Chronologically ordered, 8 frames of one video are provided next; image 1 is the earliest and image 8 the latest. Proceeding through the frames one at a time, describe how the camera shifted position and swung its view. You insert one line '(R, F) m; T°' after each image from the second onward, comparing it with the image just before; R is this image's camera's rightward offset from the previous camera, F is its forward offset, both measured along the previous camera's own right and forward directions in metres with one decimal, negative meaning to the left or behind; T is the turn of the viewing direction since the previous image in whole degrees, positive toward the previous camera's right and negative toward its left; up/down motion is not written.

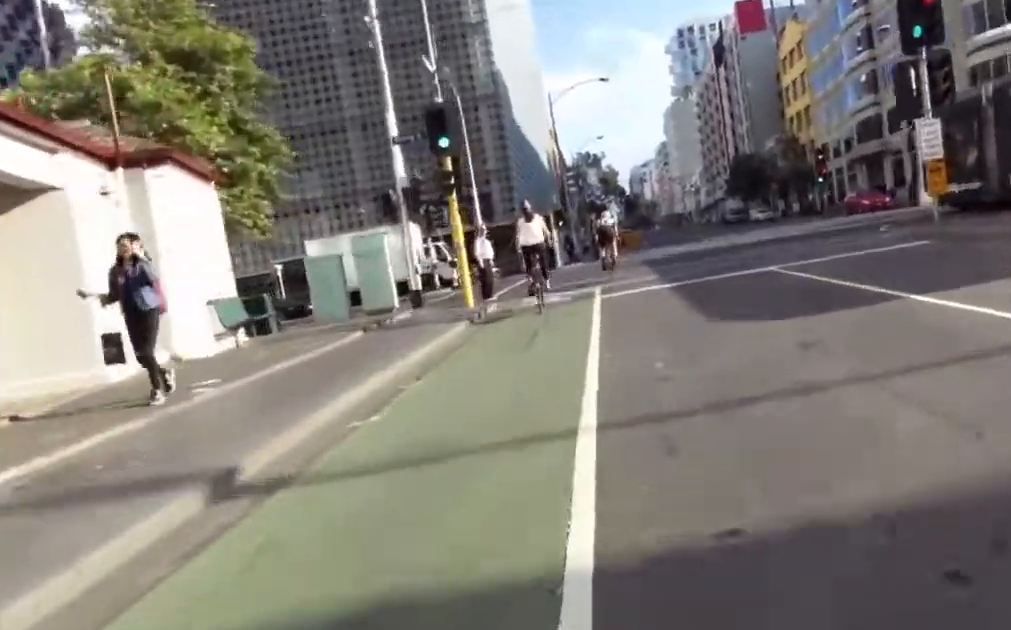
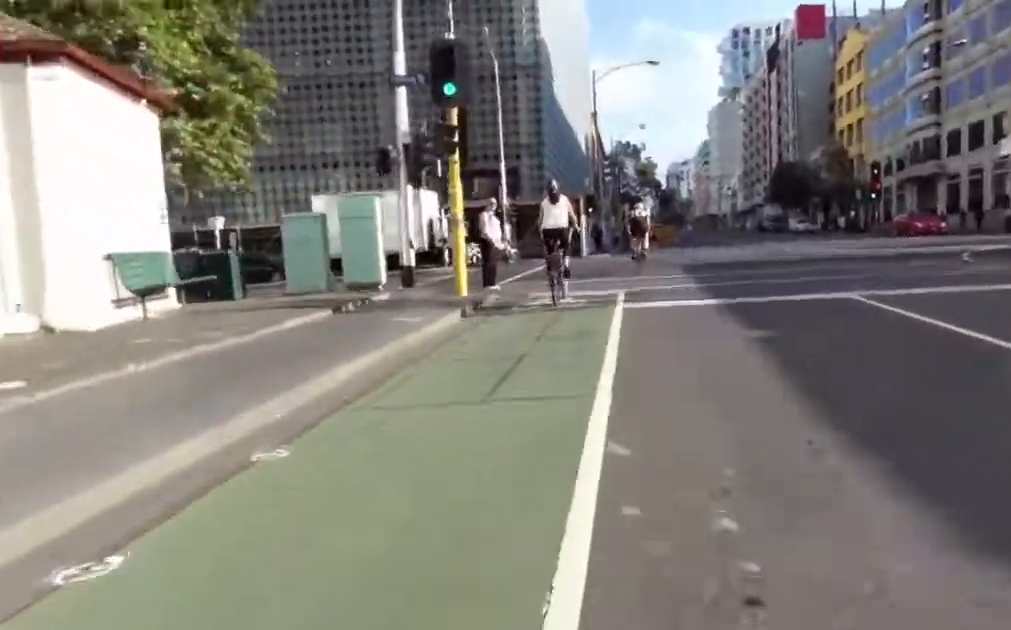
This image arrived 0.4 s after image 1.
(0.0, +3.1) m; 0°
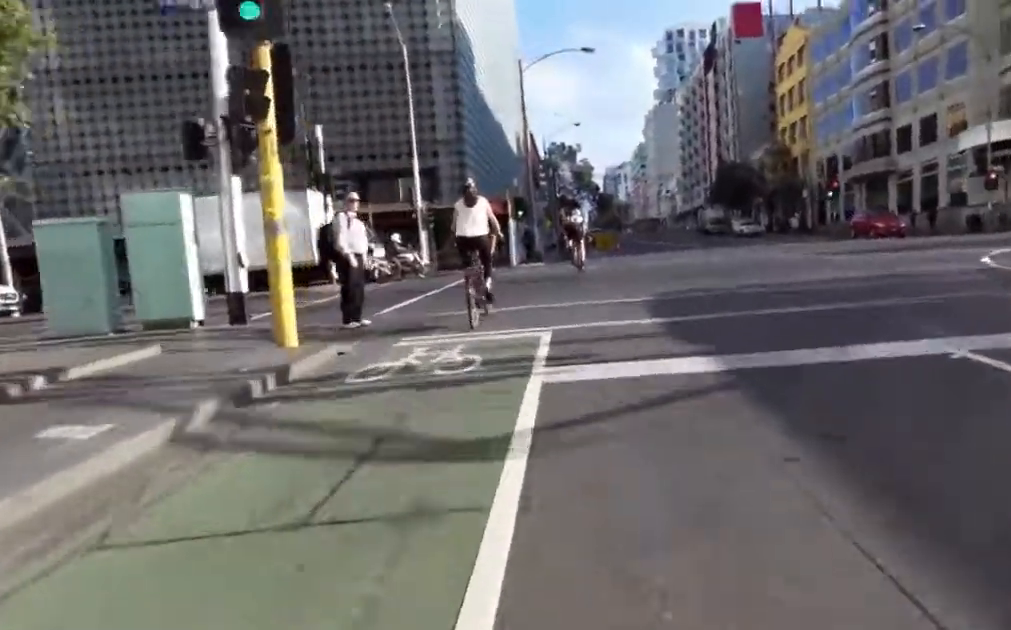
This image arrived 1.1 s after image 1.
(0.0, +4.5) m; -1°
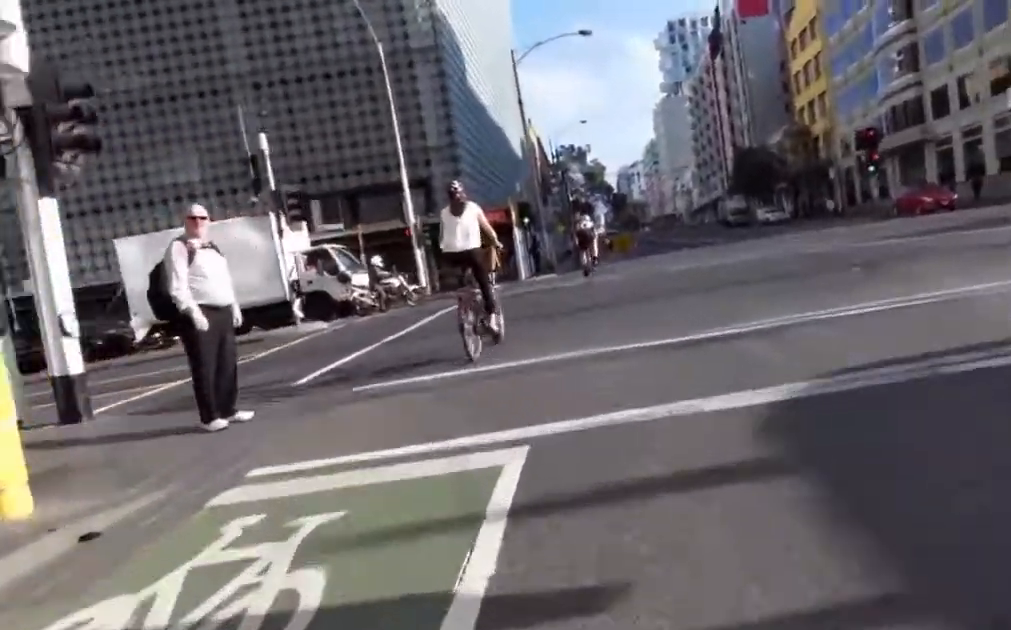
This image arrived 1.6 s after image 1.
(0.0, +4.1) m; -4°
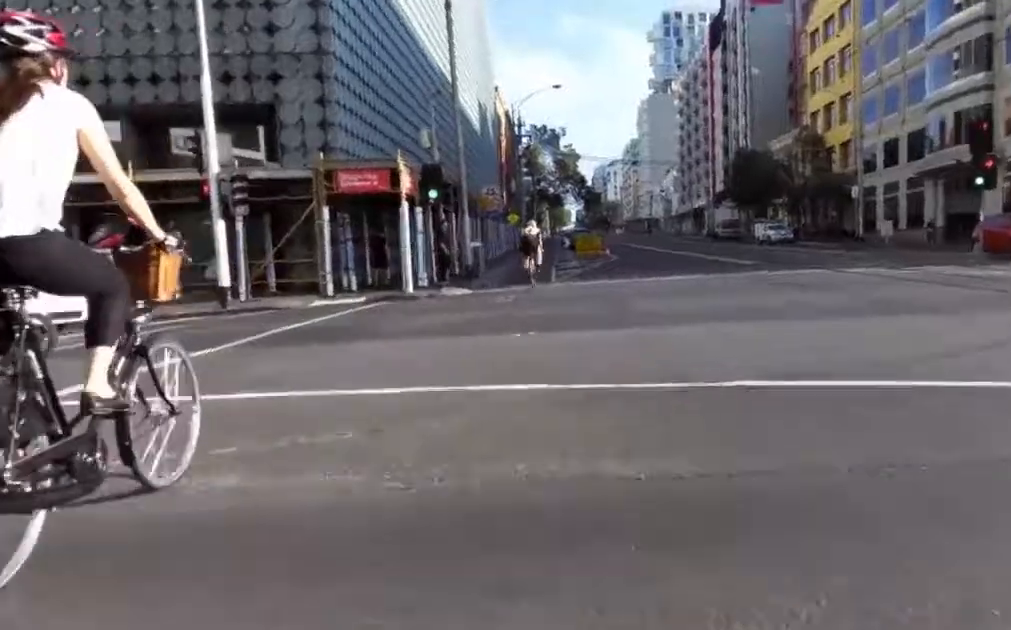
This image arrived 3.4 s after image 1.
(-2.1, +12.8) m; -15°
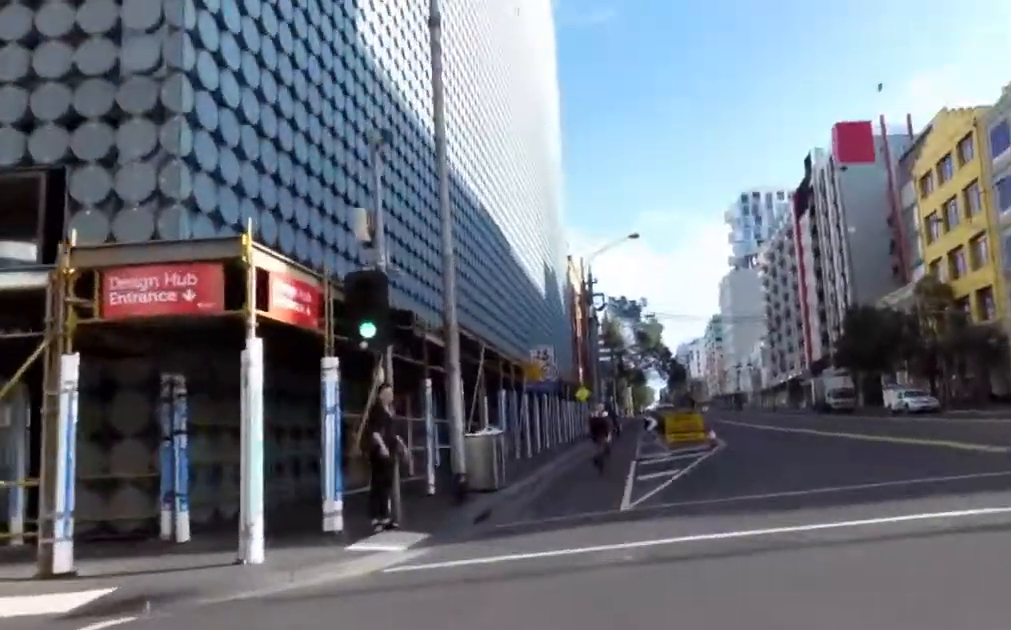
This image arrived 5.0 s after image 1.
(+1.4, +11.4) m; +8°
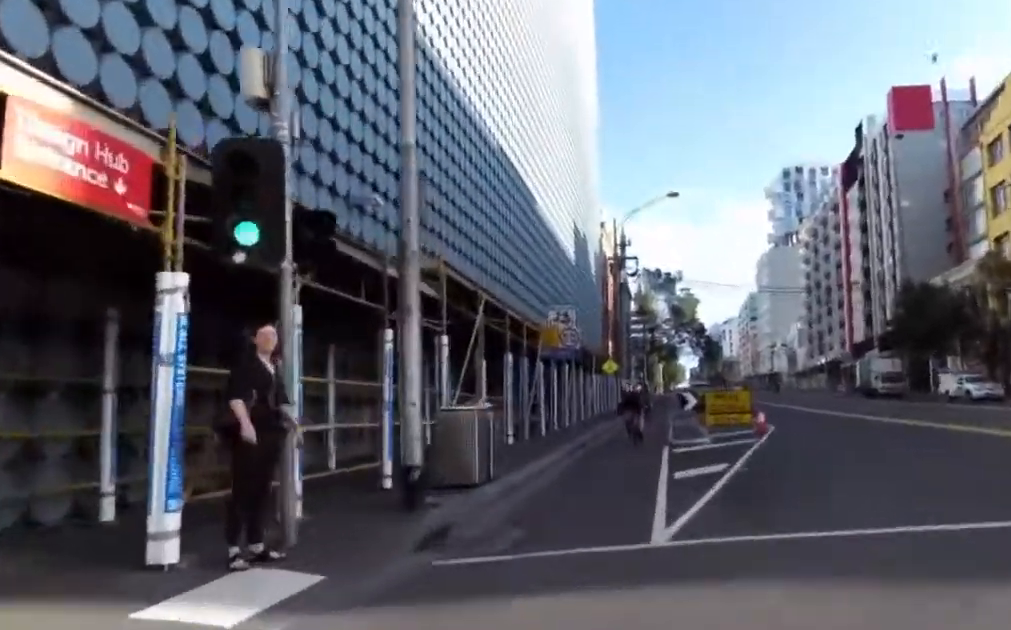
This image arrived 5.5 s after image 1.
(+0.1, +3.8) m; -2°
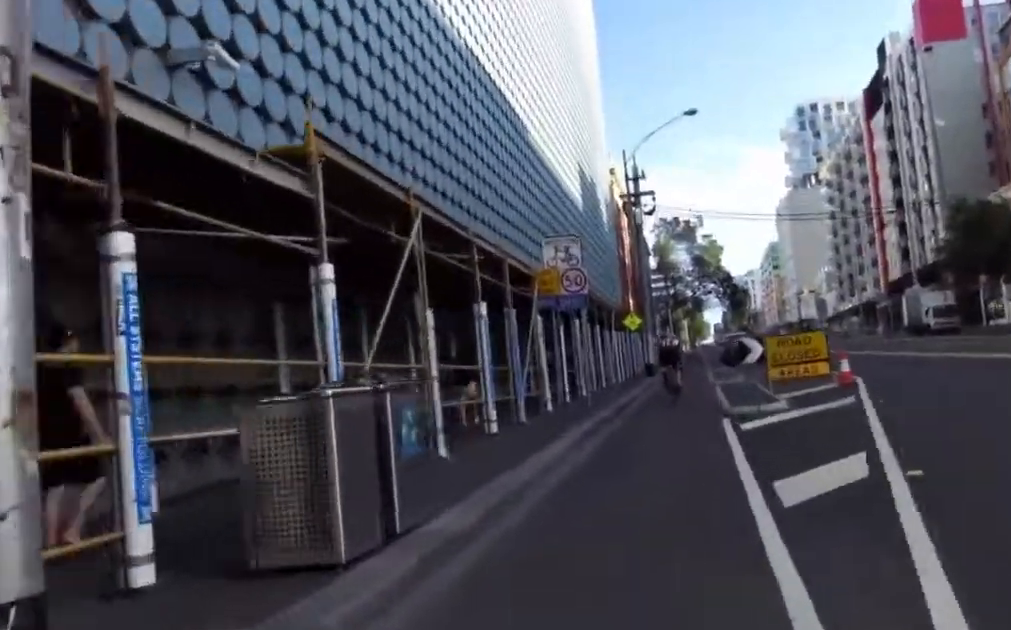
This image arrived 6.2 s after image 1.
(-0.7, +5.1) m; -7°
